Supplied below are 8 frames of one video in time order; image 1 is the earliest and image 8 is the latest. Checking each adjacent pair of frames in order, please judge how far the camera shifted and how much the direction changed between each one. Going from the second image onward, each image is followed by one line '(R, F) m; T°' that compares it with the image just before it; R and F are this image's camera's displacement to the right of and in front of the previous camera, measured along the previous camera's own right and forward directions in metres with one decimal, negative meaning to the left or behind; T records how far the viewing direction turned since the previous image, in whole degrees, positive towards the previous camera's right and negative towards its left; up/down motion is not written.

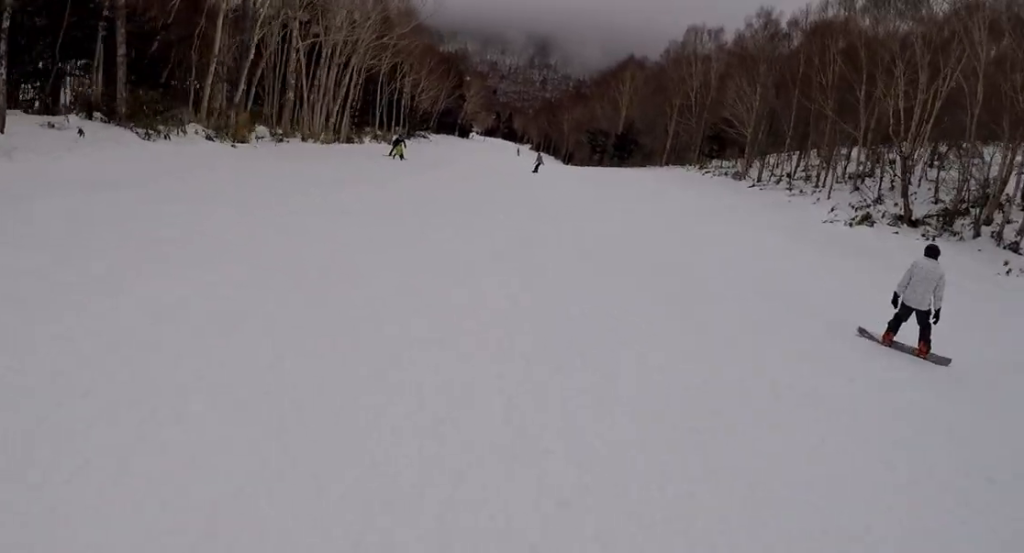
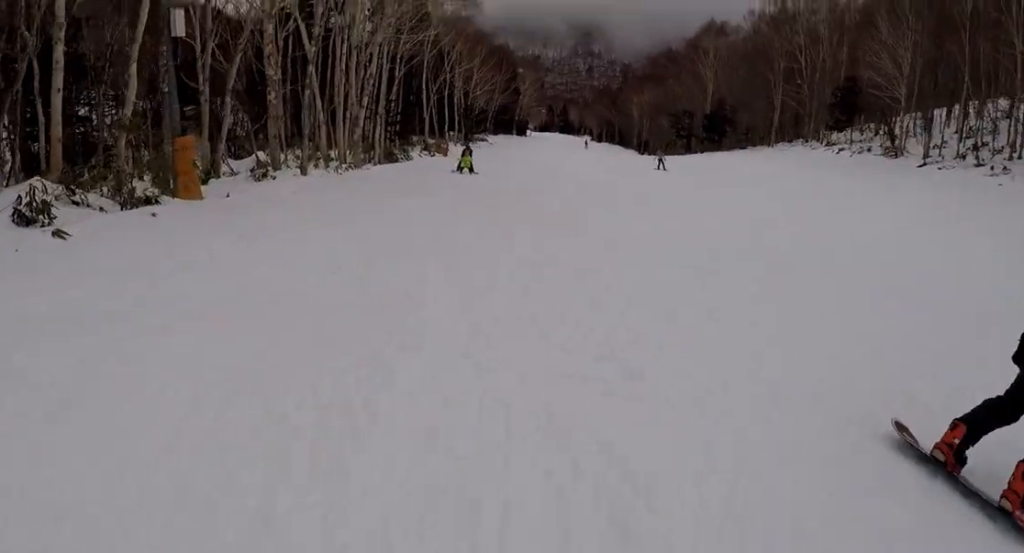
(-0.3, +14.4) m; +5°
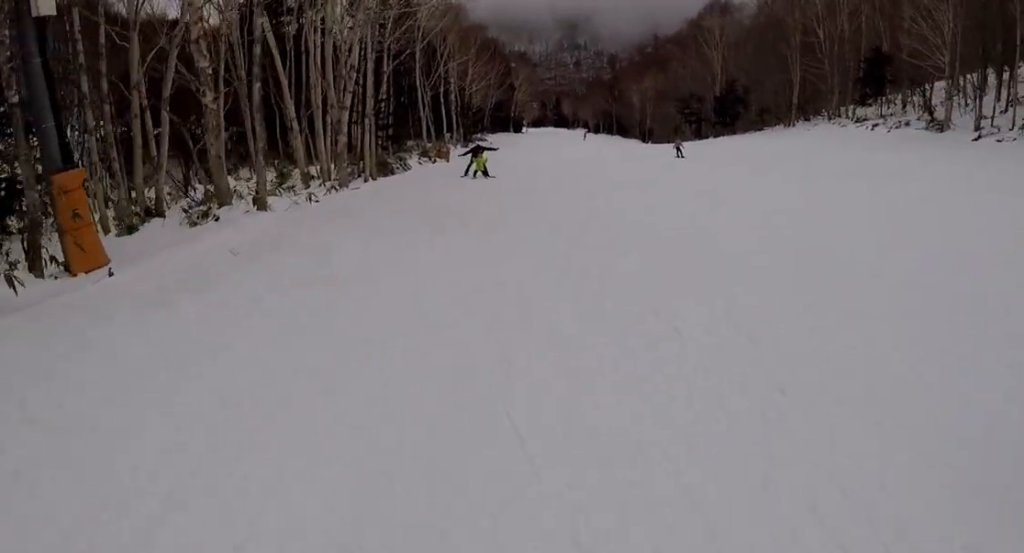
(+0.3, +6.0) m; +6°
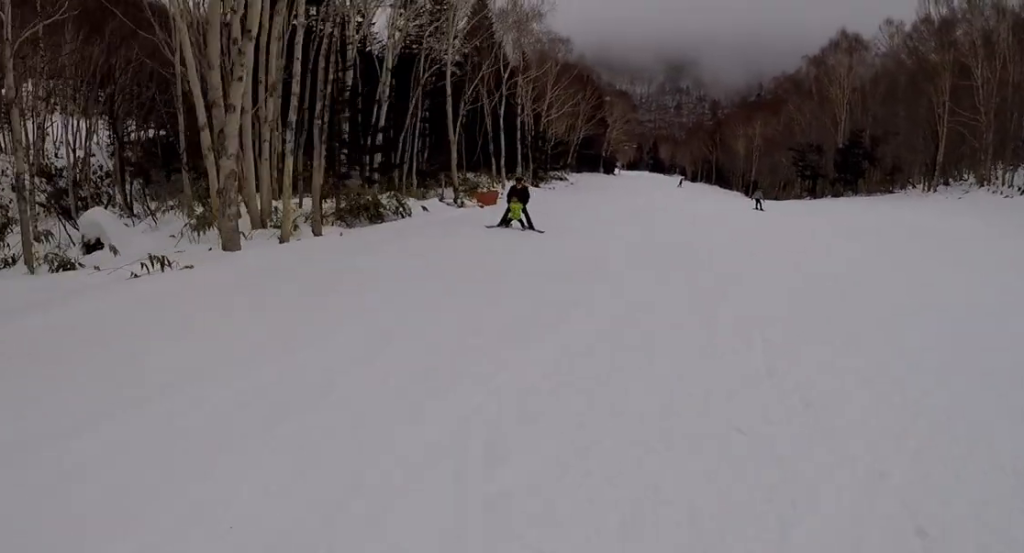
(+0.6, +11.4) m; +1°
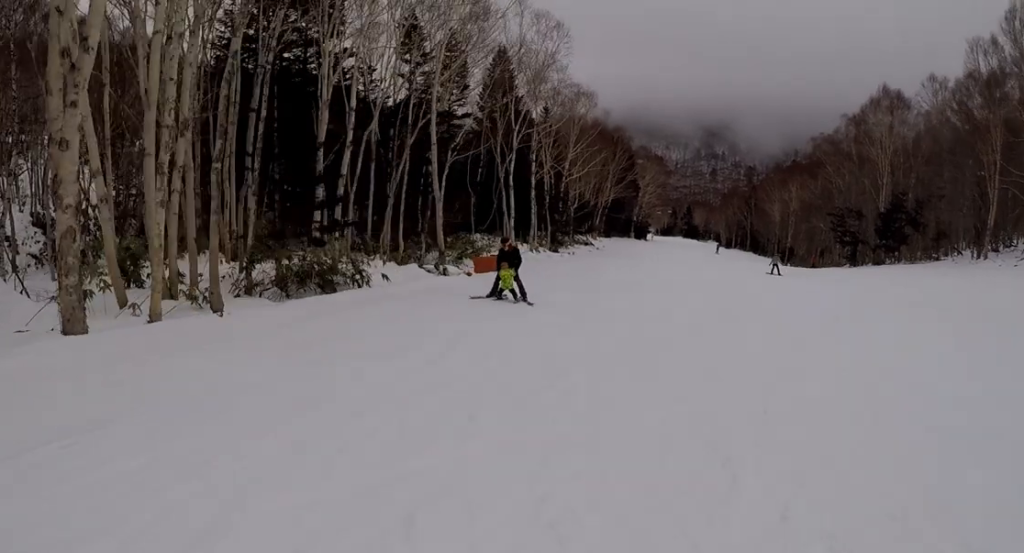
(+0.1, +4.1) m; -2°
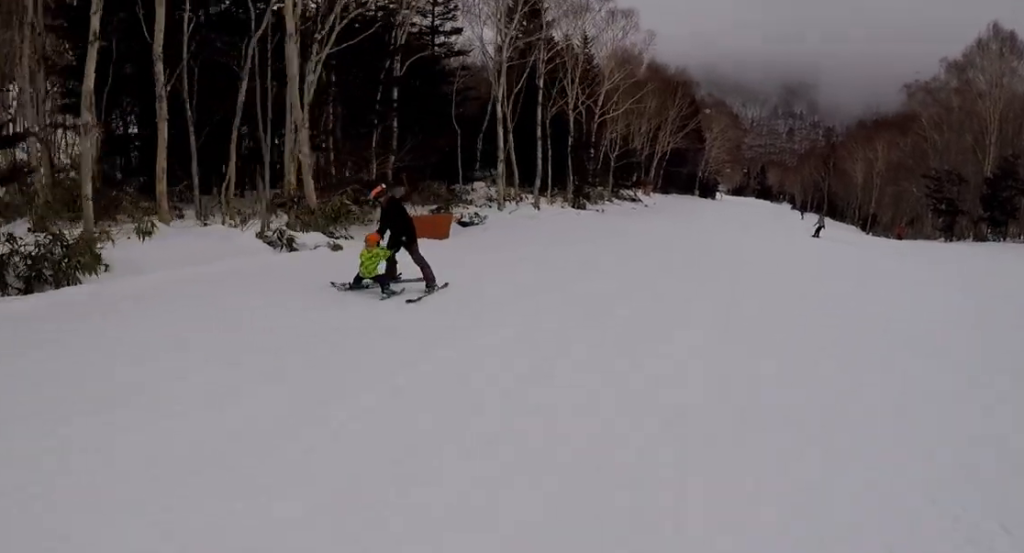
(-0.6, +9.2) m; -4°
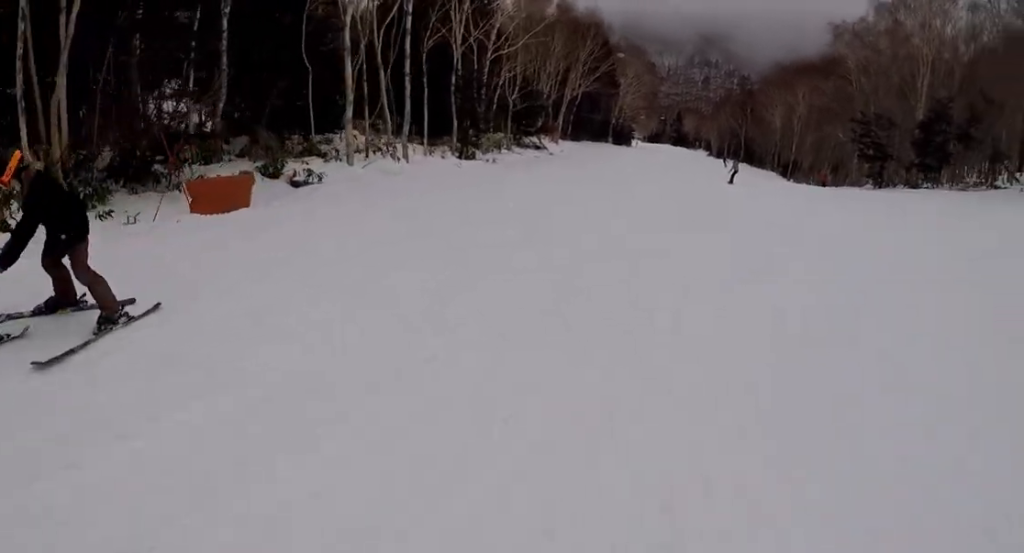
(0.0, +5.6) m; -3°
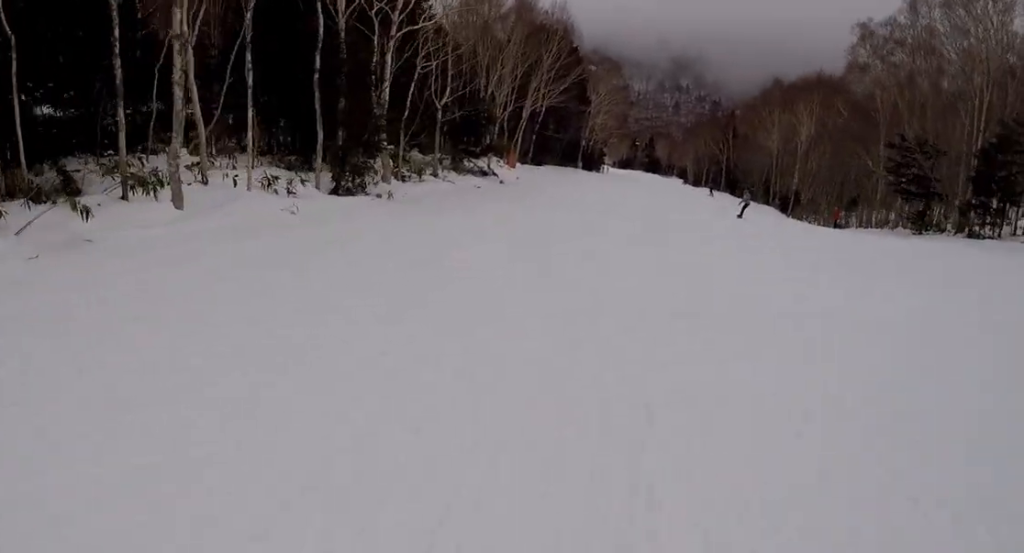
(-0.7, +12.3) m; +3°
